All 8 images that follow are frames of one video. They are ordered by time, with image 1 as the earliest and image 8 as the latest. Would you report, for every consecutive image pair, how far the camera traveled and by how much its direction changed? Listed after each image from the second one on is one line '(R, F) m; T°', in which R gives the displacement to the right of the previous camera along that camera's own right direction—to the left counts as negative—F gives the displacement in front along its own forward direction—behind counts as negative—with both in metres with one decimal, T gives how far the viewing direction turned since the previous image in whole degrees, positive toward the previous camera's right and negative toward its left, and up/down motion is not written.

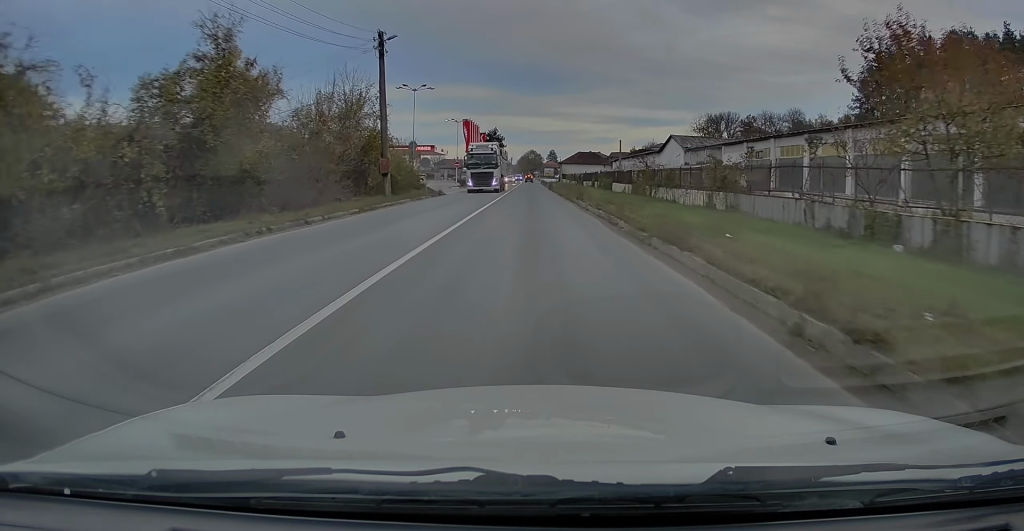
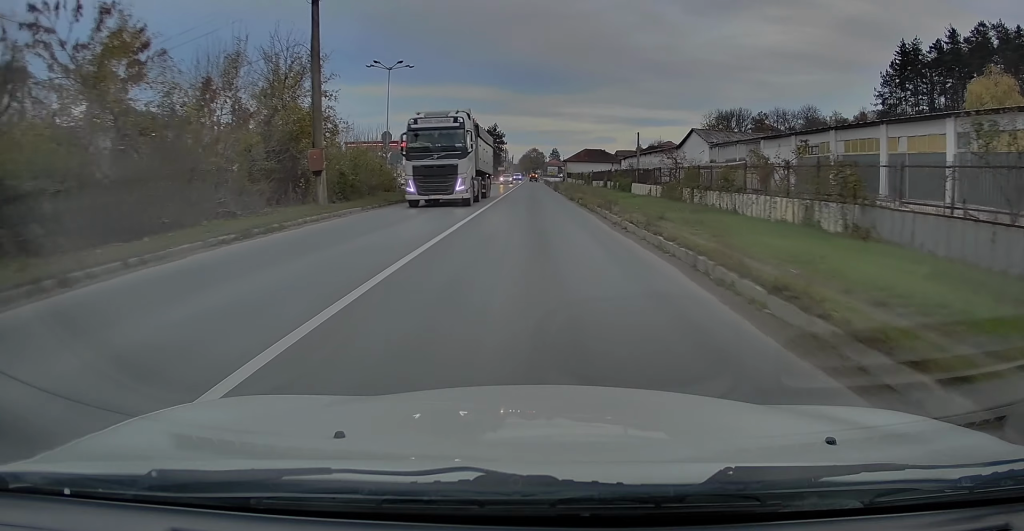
(-0.2, +9.8) m; -1°
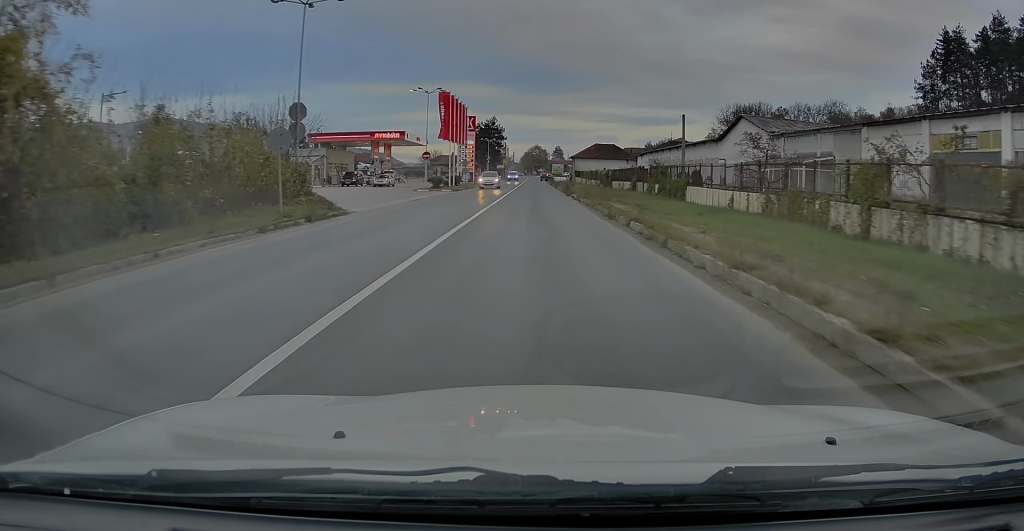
(-0.2, +15.9) m; 0°
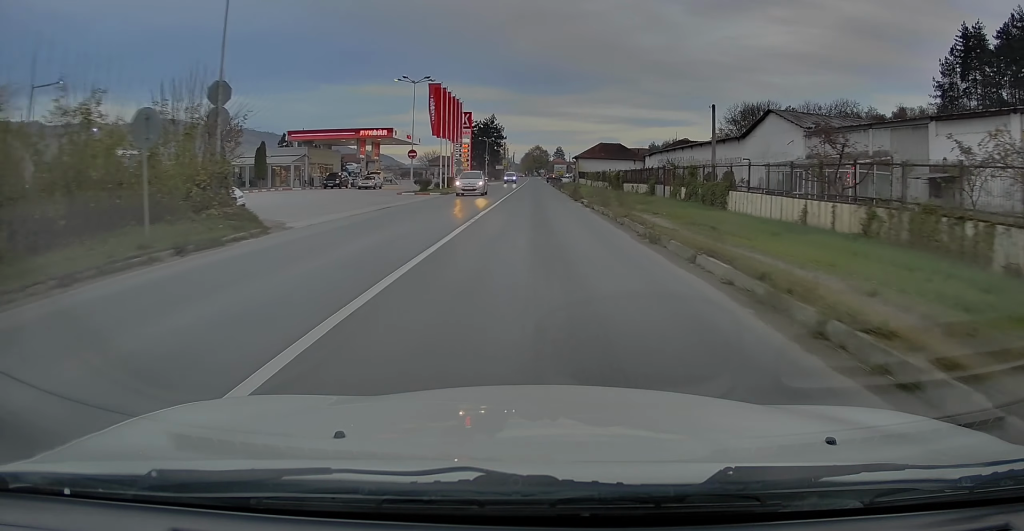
(+0.1, +6.6) m; 0°
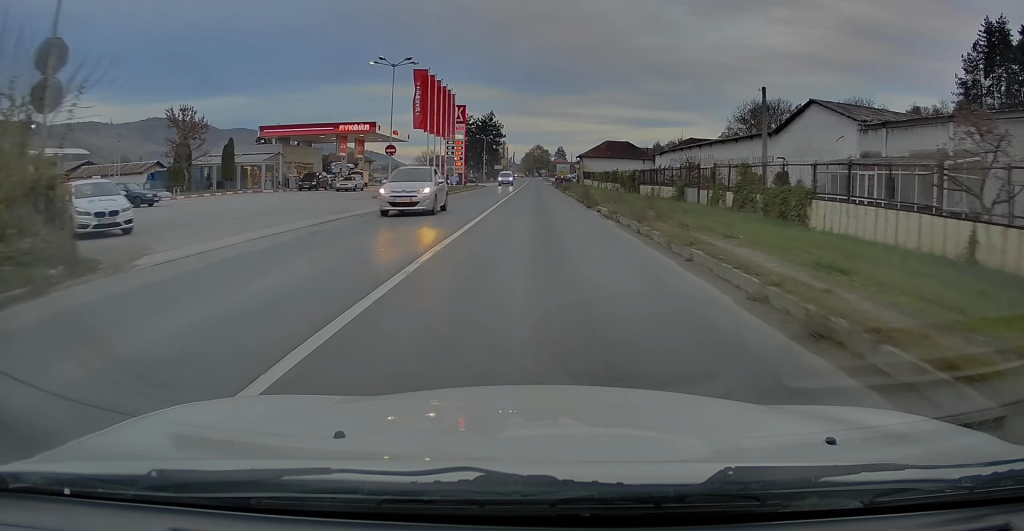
(+0.1, +7.4) m; 0°
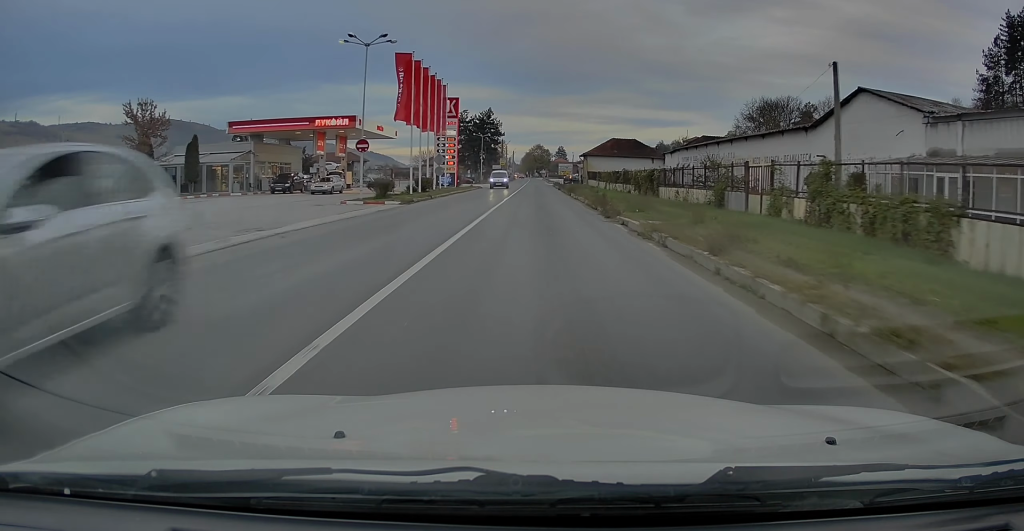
(0.0, +6.6) m; +1°
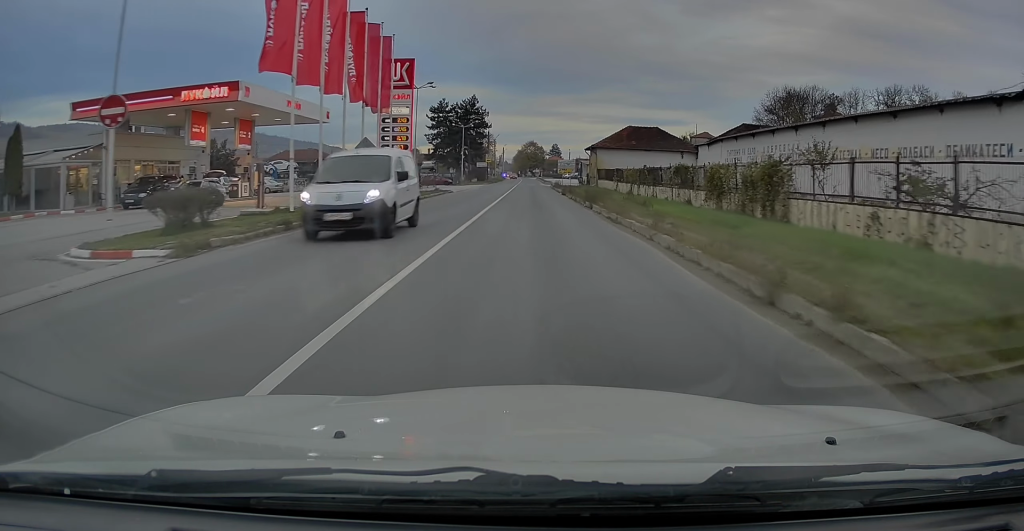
(+0.1, +20.1) m; -1°
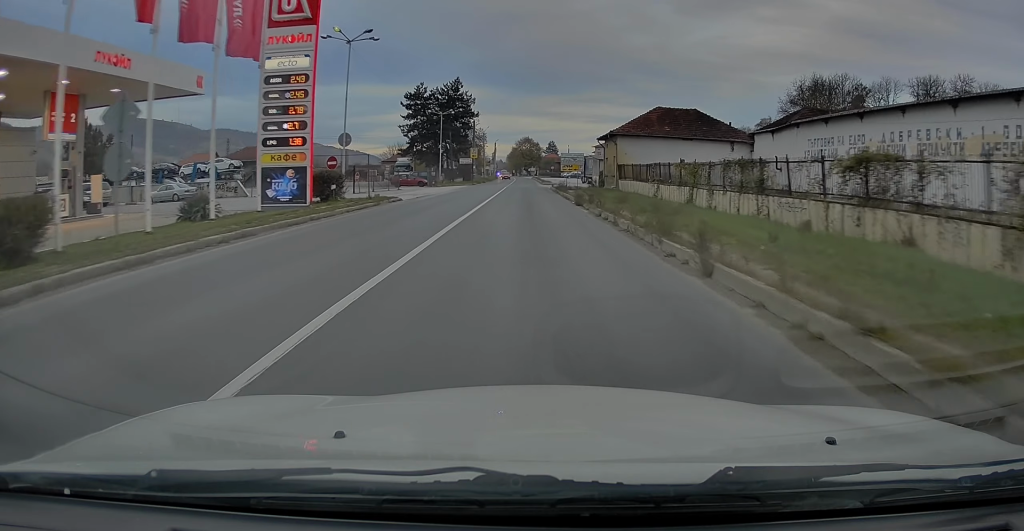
(-0.1, +17.6) m; 0°
